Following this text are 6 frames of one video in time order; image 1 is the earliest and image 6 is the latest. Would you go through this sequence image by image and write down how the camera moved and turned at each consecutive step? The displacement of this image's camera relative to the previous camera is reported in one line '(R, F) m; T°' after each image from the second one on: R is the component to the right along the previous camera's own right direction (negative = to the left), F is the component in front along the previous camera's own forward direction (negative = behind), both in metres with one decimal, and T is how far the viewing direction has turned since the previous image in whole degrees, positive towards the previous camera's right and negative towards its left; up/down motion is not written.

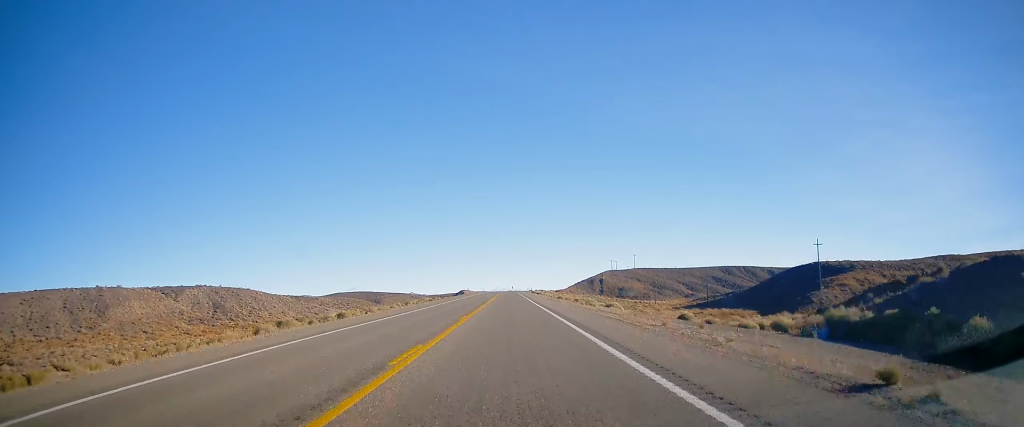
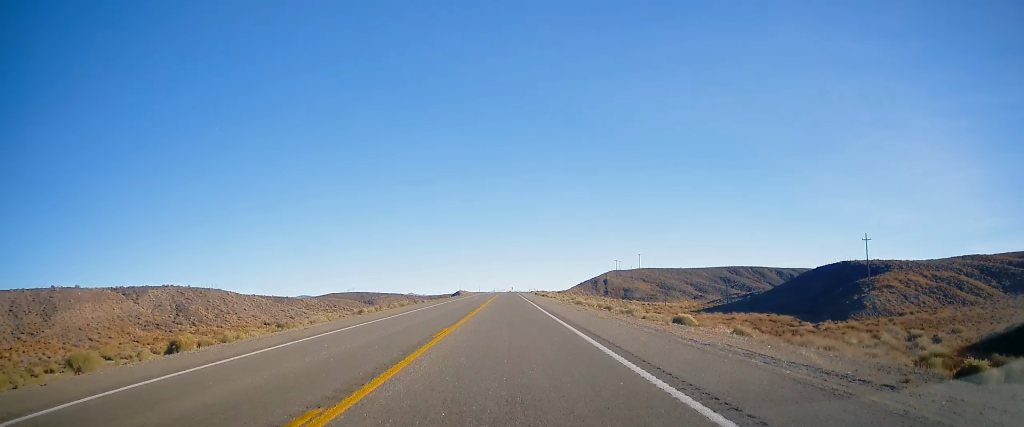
(0.0, +18.4) m; 0°
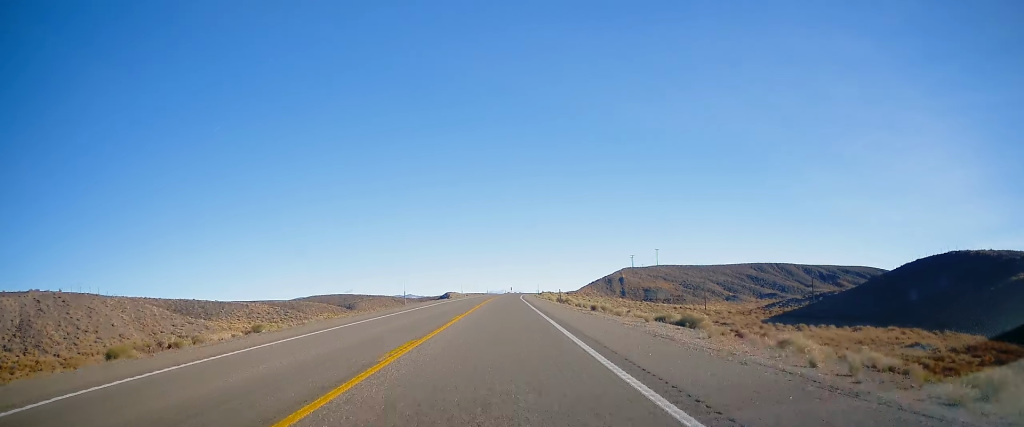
(-0.7, +52.8) m; -1°
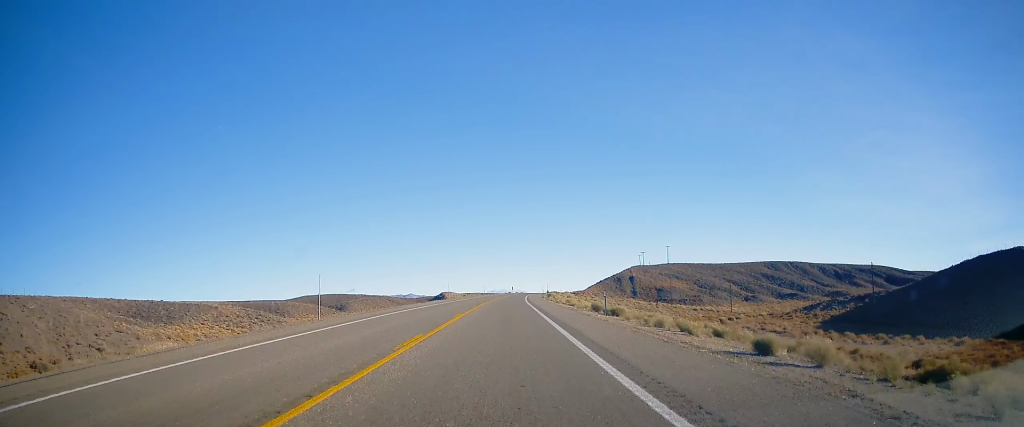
(+0.2, +22.9) m; 0°
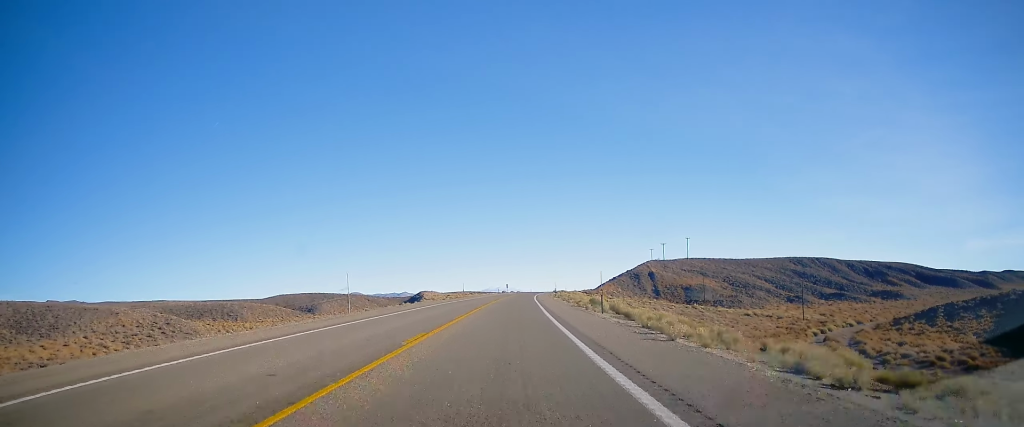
(+0.2, +48.3) m; 0°
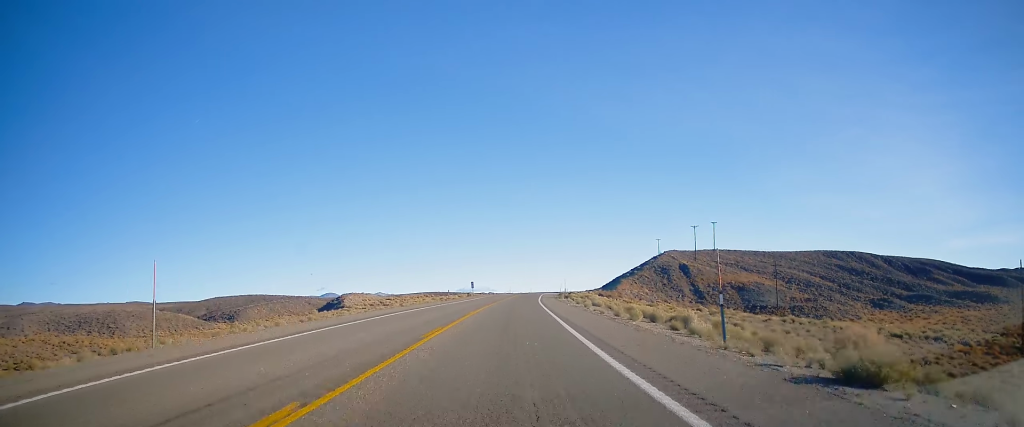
(+1.9, +70.9) m; +3°
